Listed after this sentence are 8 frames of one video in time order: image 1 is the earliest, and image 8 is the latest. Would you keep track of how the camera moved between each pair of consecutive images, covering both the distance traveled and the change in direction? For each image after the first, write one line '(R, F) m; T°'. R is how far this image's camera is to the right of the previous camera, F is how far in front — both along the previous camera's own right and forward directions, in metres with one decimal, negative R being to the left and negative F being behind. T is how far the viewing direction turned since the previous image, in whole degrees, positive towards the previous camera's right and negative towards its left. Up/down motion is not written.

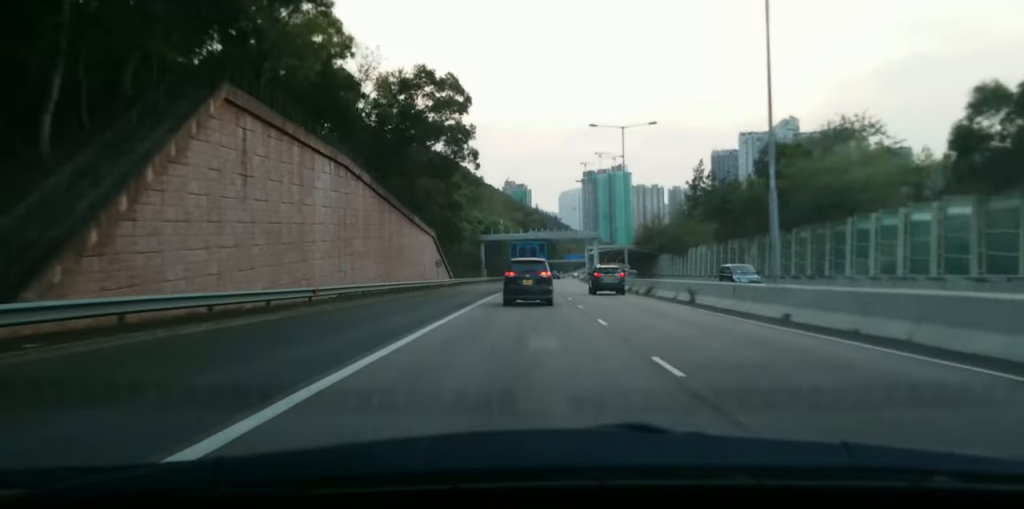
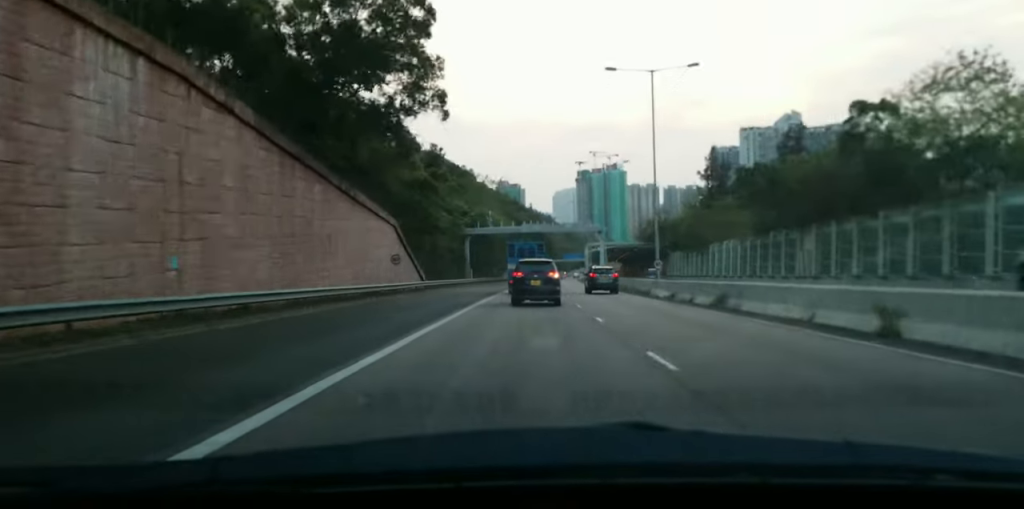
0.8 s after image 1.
(+0.2, +17.4) m; +1°
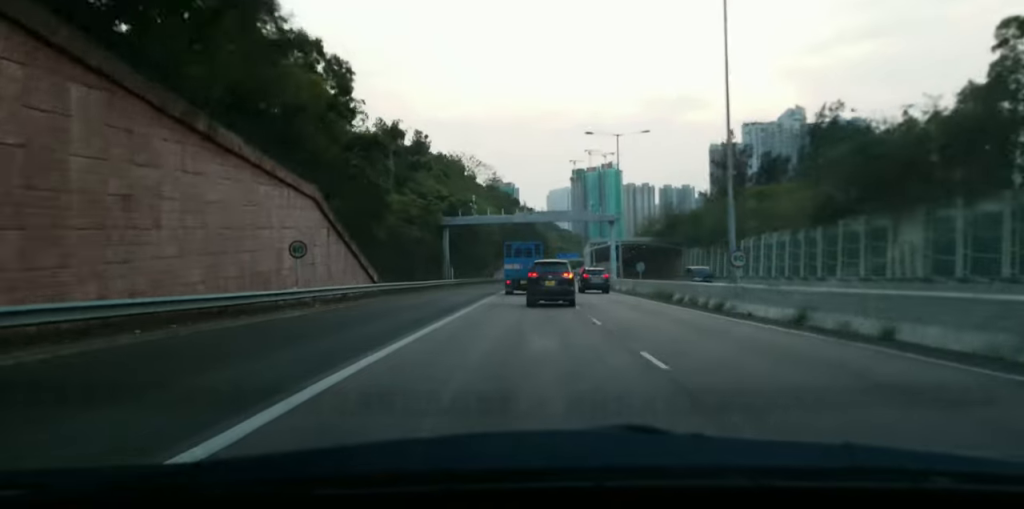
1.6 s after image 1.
(0.0, +17.4) m; 0°
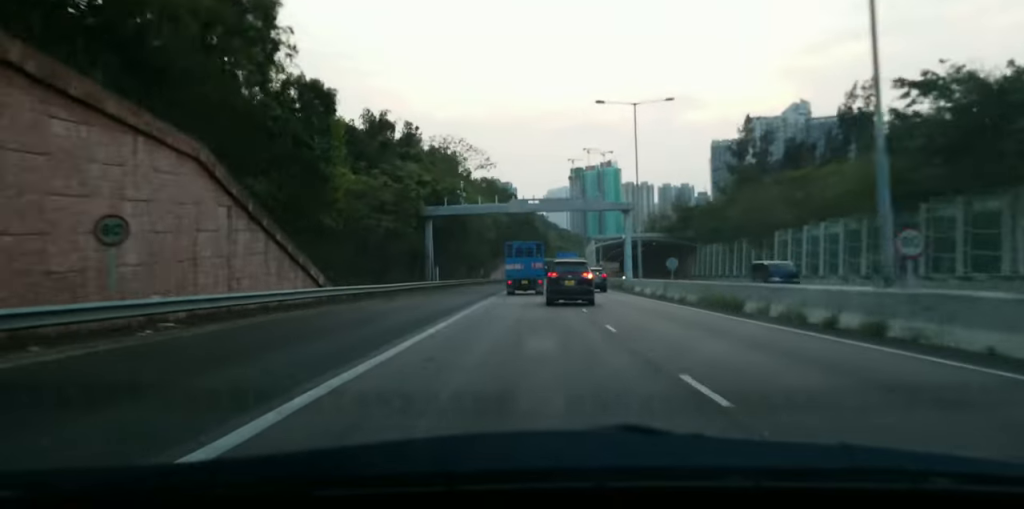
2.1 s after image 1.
(0.0, +11.3) m; 0°
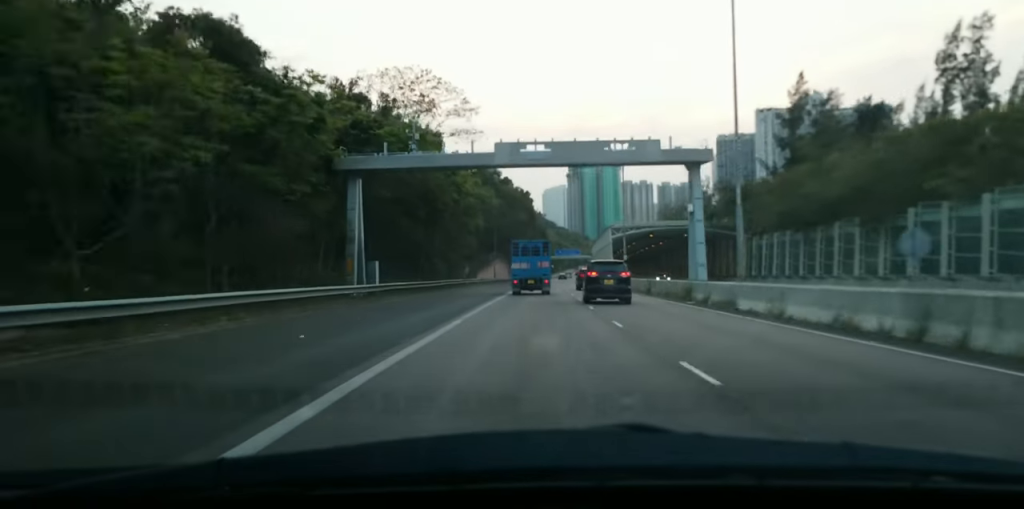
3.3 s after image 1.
(+0.1, +25.2) m; +1°
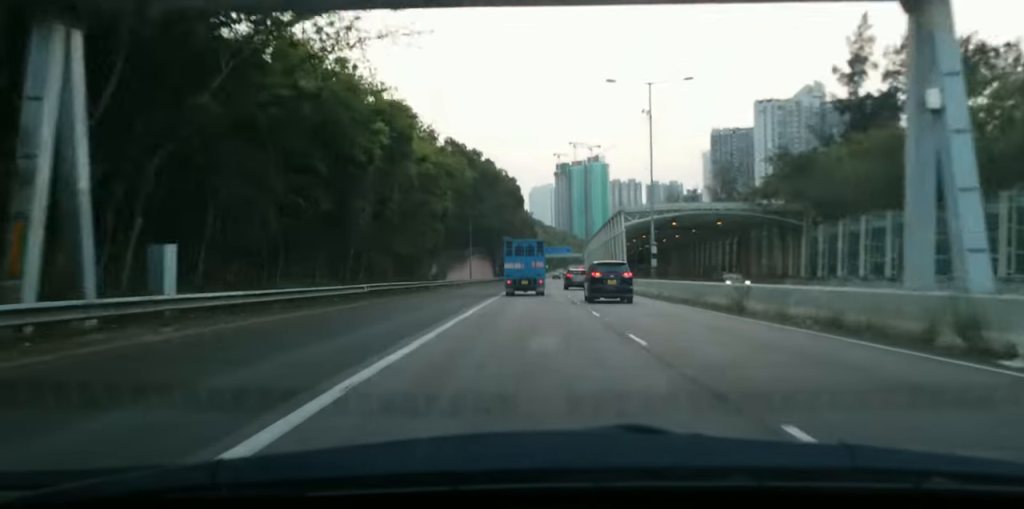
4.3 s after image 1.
(+0.1, +22.7) m; 0°
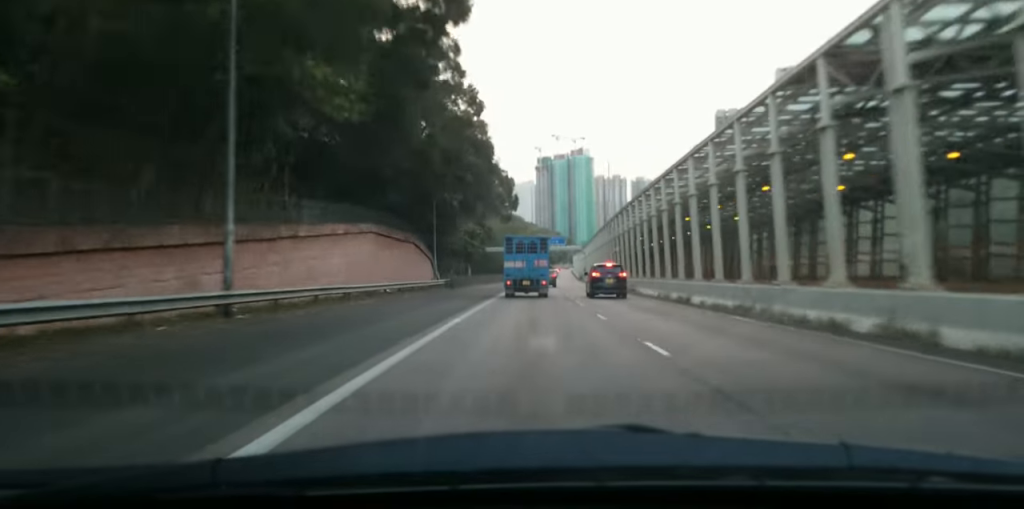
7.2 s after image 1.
(0.0, +63.6) m; +1°
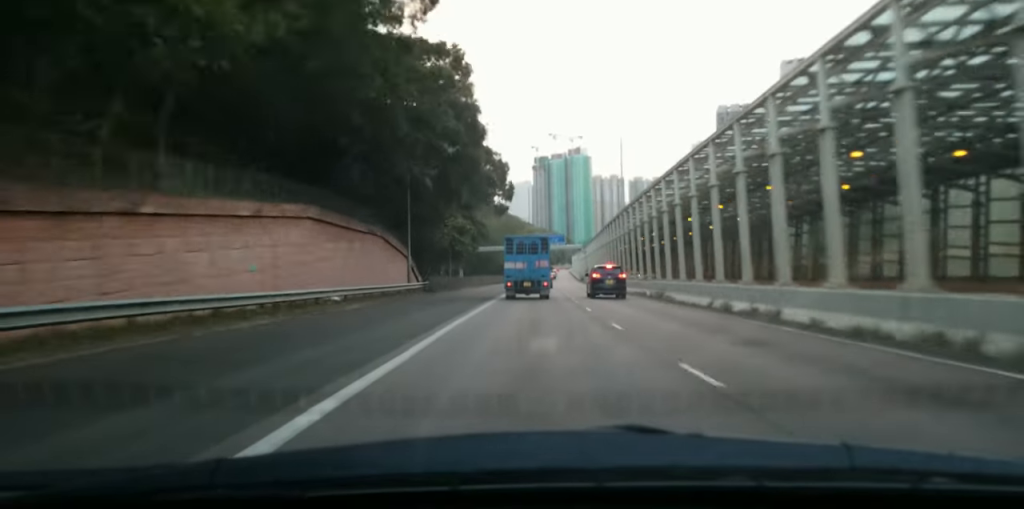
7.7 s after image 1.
(+0.1, +11.6) m; +1°
